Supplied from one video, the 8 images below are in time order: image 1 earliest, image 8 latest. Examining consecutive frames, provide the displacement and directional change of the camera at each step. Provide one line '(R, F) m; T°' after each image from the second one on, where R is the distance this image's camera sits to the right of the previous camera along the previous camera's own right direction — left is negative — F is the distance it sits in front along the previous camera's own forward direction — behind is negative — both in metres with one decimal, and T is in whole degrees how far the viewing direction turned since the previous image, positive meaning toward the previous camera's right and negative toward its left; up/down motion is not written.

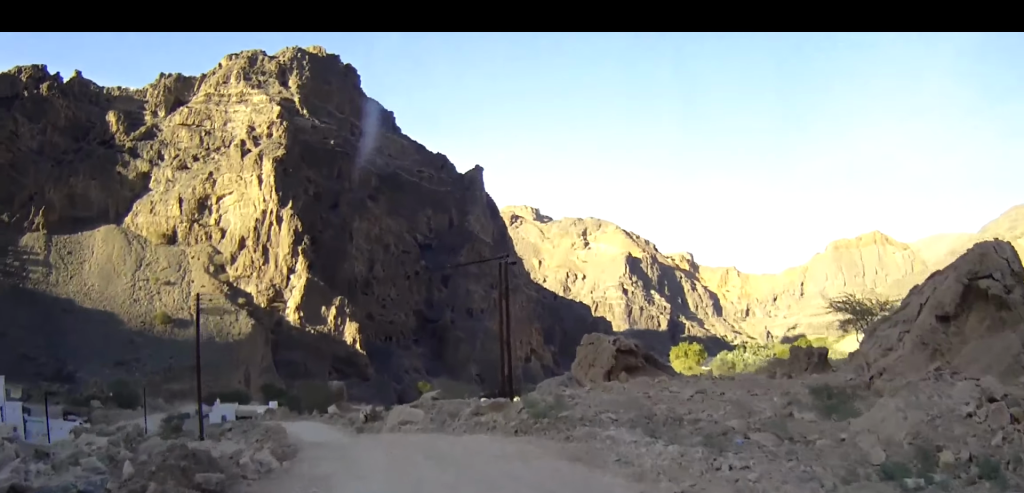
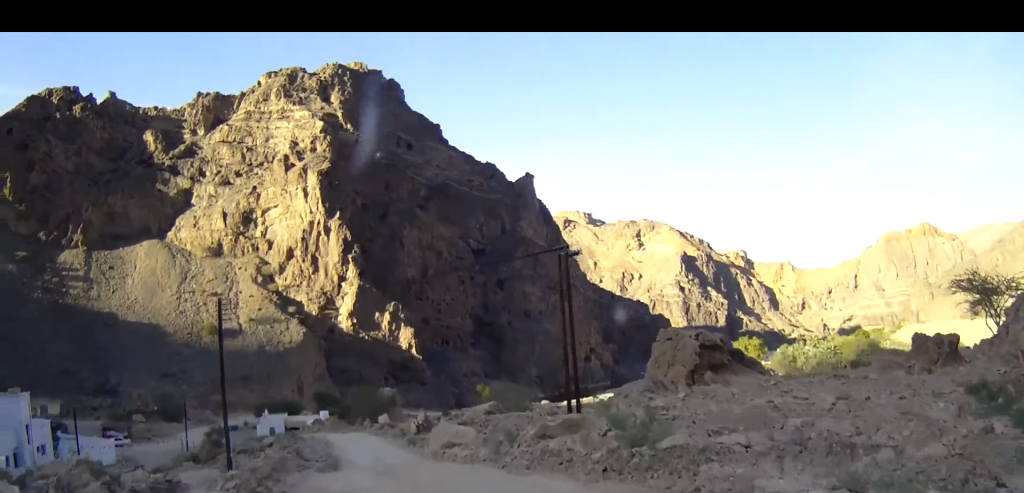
(0.0, +4.6) m; -3°
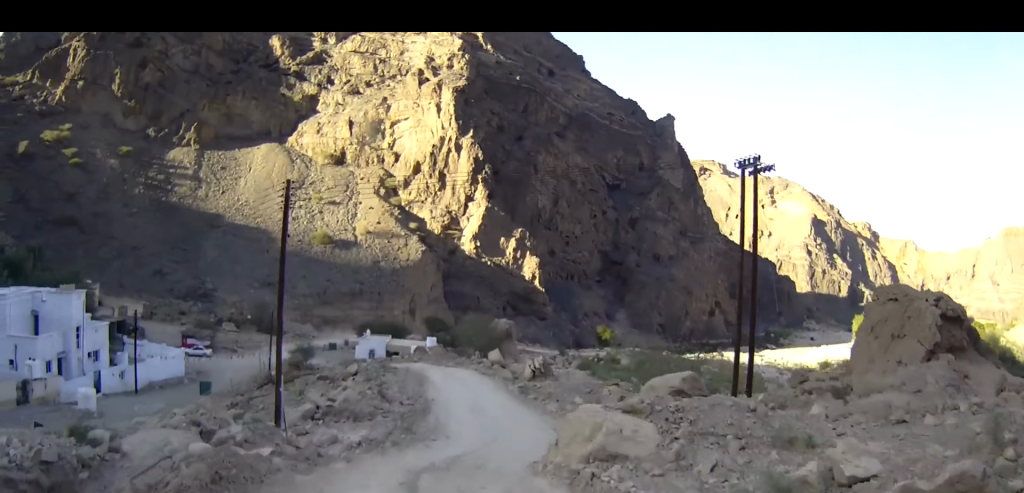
(-0.7, +9.1) m; -8°
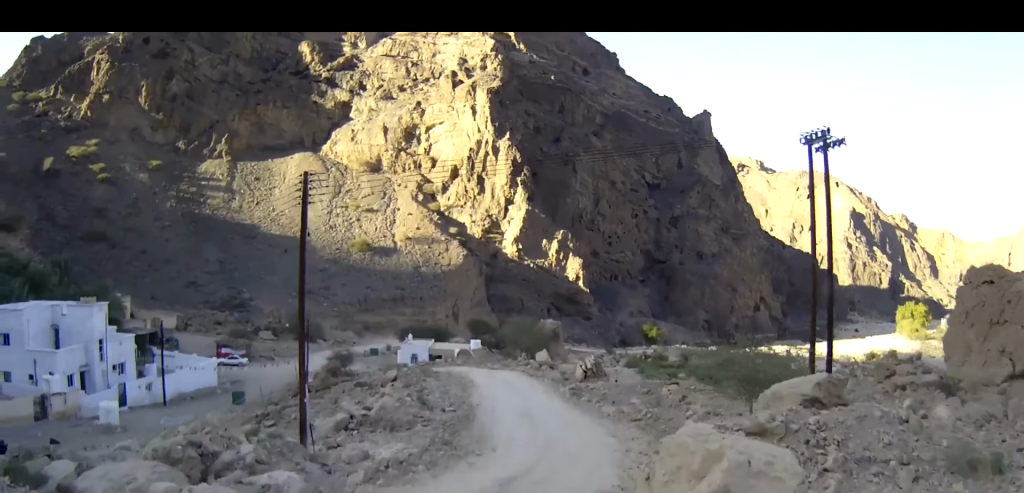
(-0.1, +4.0) m; -3°
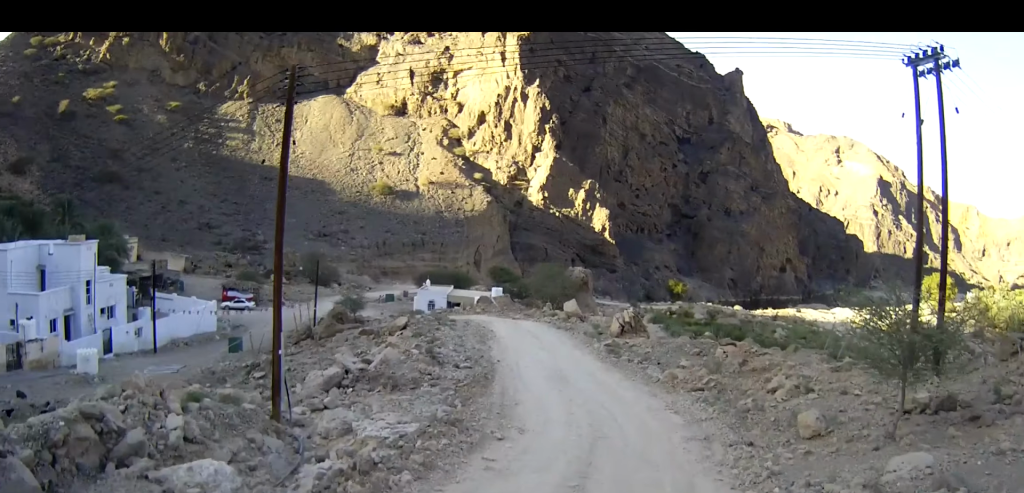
(-0.1, +2.1) m; -1°
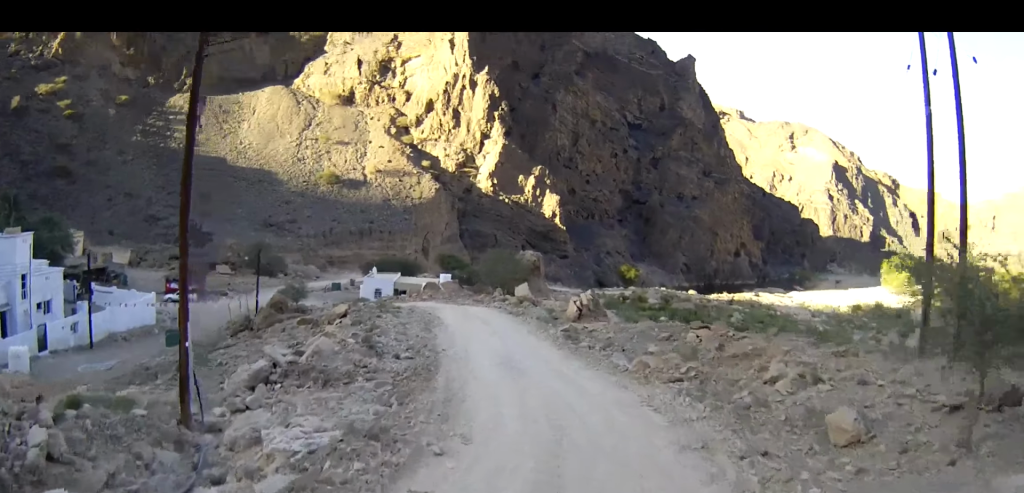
(-0.1, +3.6) m; 0°
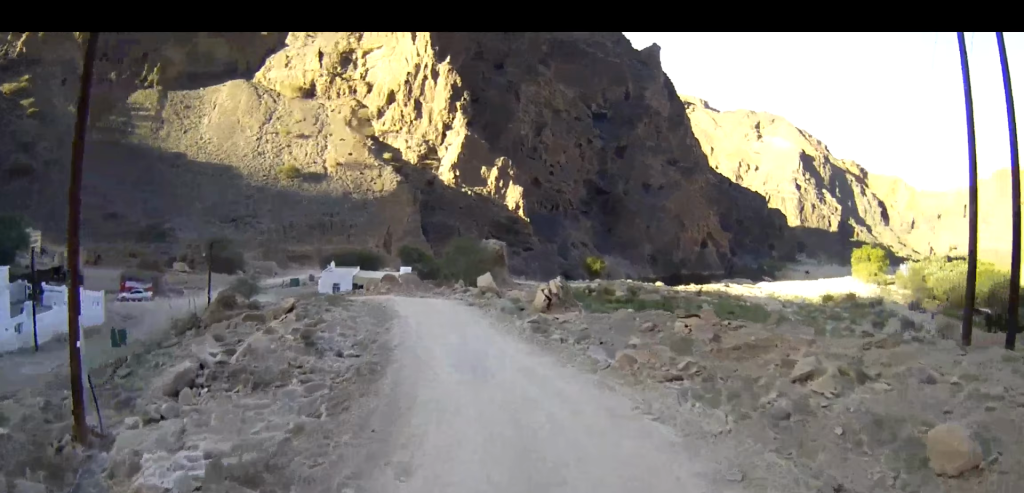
(0.0, +3.3) m; +2°
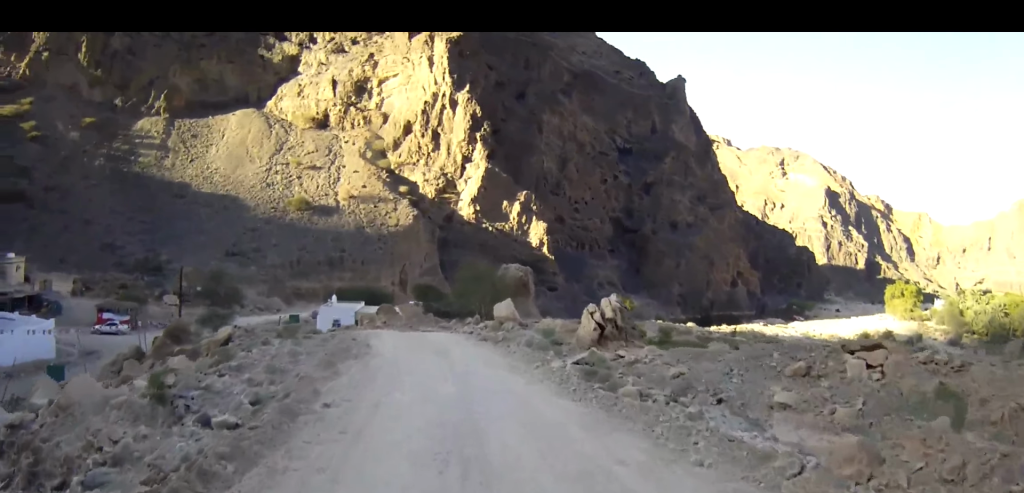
(+0.6, +11.1) m; +2°
